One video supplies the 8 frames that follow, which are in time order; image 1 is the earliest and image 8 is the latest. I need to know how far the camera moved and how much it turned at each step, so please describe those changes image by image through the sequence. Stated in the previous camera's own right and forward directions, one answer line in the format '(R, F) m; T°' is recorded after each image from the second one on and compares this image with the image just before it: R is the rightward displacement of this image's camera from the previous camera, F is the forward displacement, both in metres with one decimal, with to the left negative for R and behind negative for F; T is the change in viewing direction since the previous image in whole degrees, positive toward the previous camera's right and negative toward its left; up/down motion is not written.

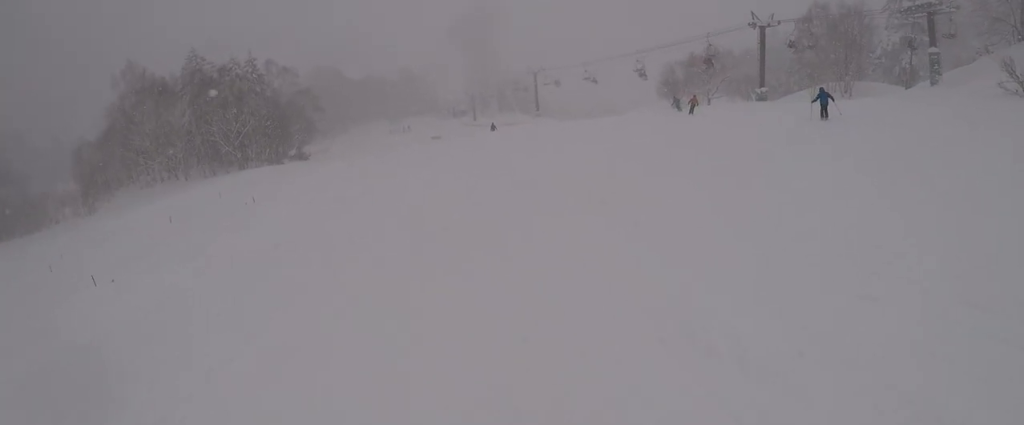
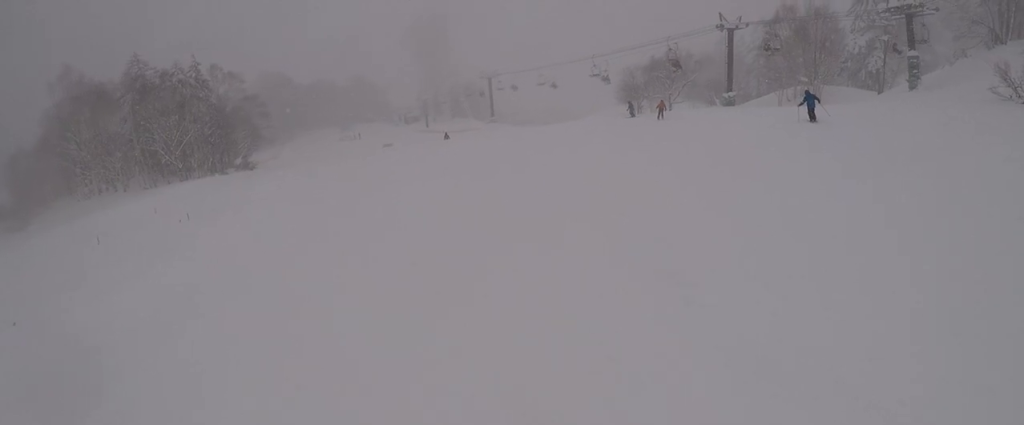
(-0.2, +3.4) m; +2°
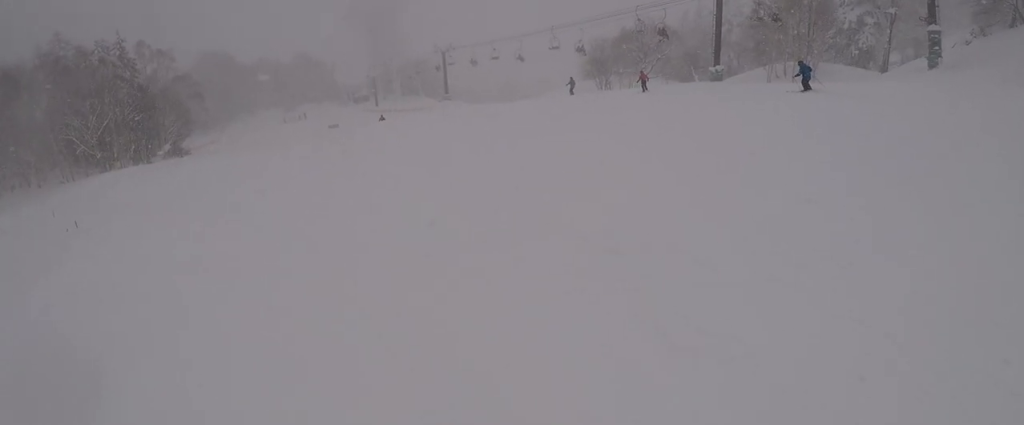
(+0.5, +6.6) m; +8°
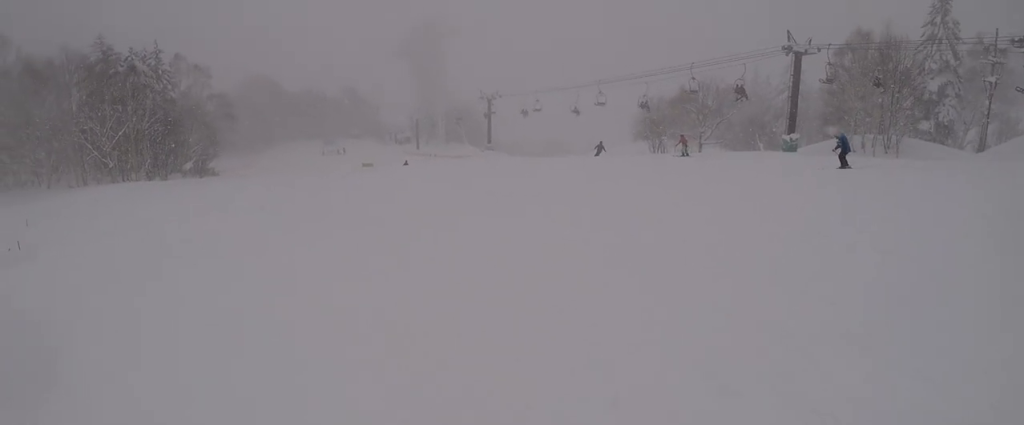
(+0.5, +6.3) m; +3°
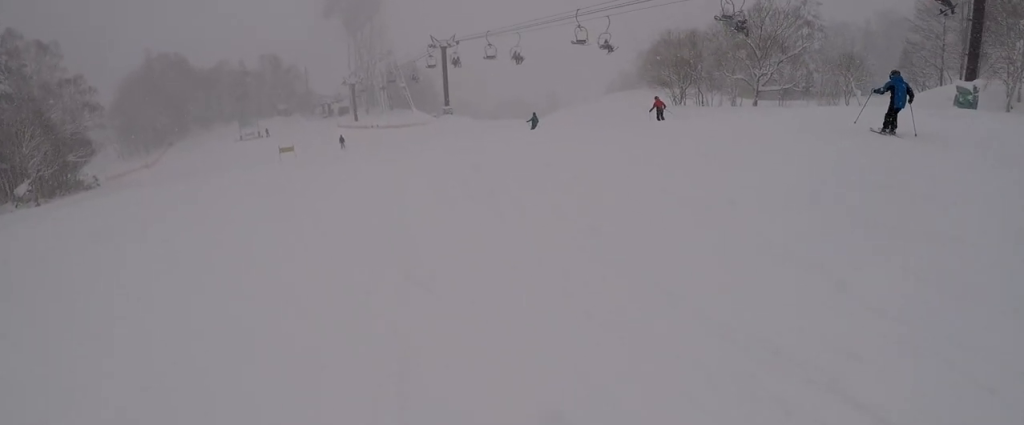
(-2.4, +20.4) m; -3°
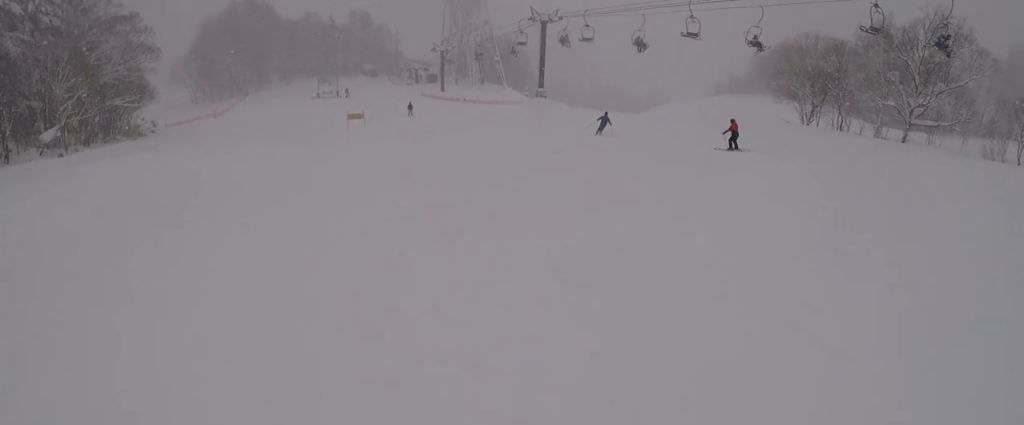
(+0.6, +7.5) m; -10°
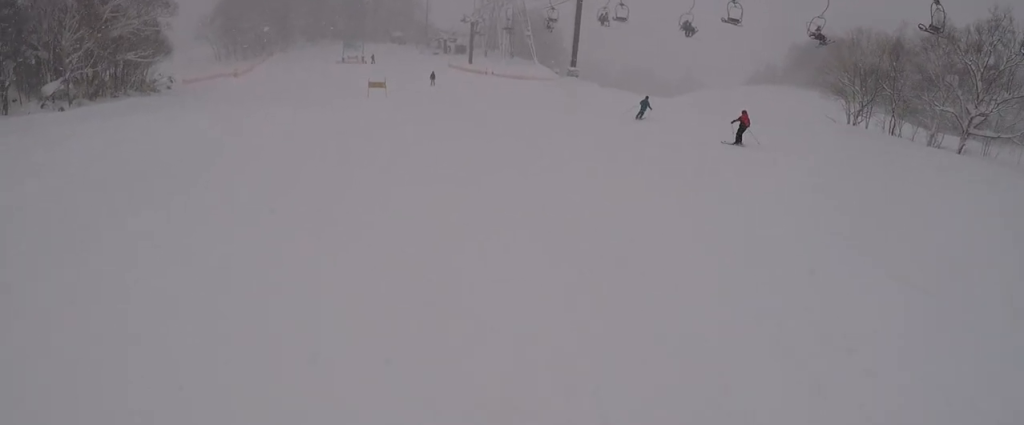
(-1.0, +3.0) m; -4°
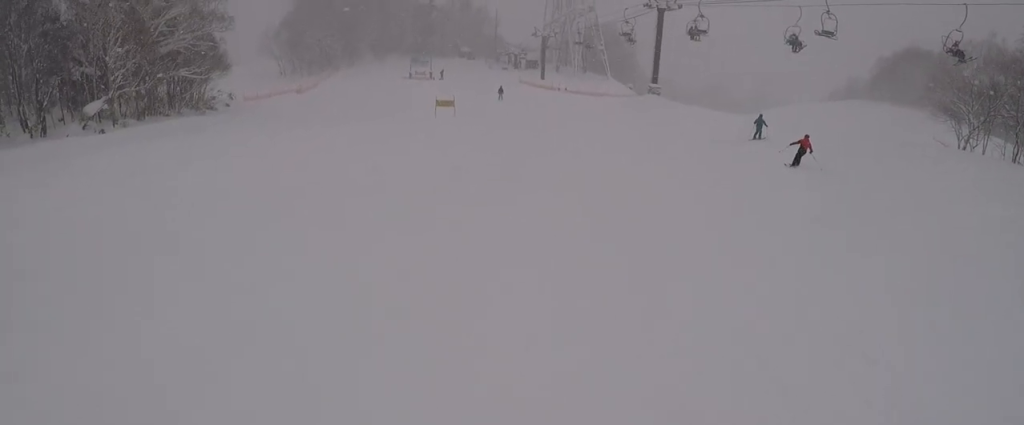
(-0.6, +4.7) m; -2°
